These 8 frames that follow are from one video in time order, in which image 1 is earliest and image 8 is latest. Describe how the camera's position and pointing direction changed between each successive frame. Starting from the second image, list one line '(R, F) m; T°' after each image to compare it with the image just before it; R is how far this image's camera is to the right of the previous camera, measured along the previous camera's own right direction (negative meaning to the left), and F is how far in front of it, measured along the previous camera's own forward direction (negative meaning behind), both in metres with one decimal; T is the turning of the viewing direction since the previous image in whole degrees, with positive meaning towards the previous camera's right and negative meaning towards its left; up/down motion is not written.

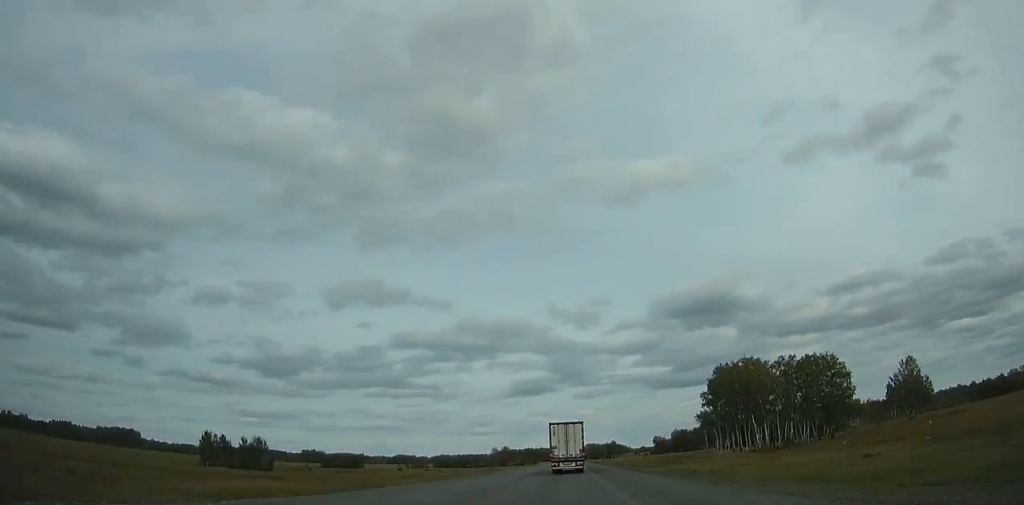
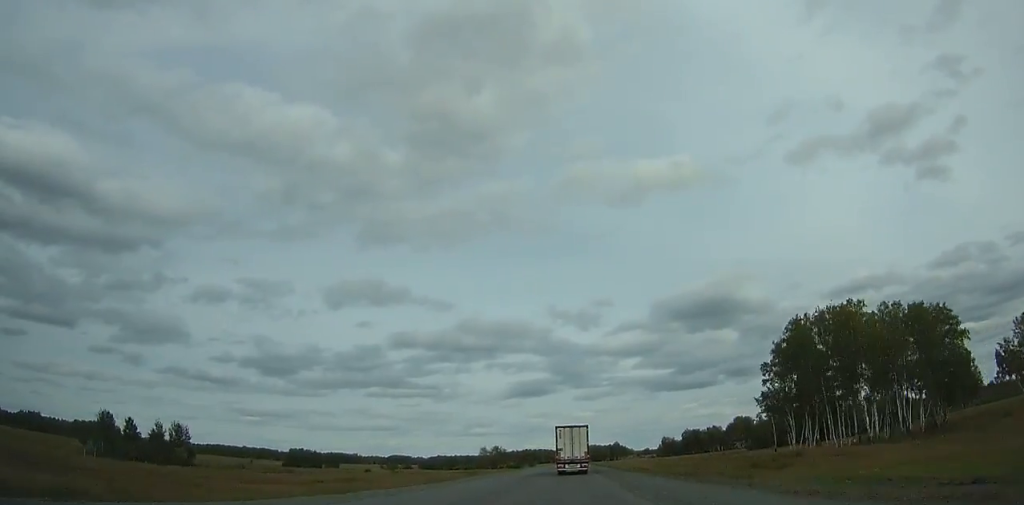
(0.0, +40.8) m; 0°
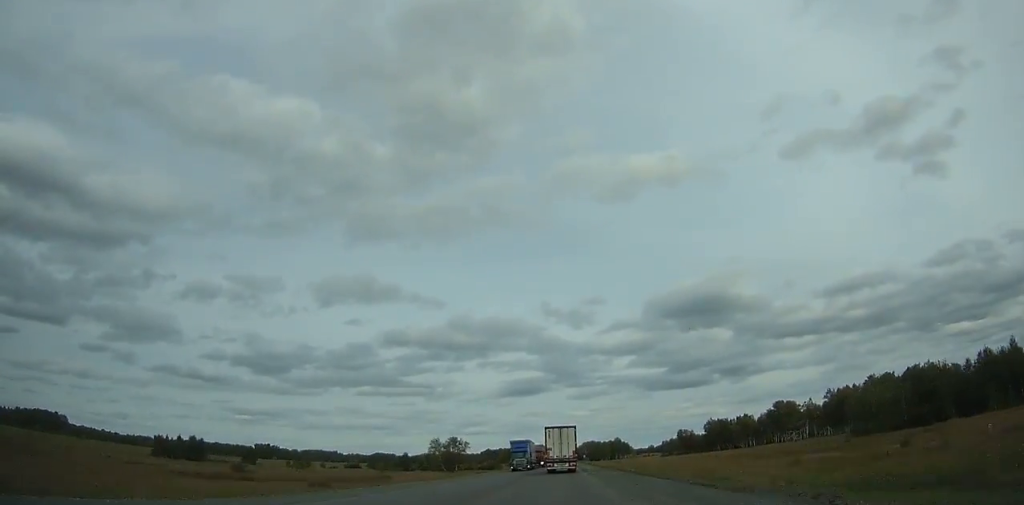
(+0.1, +81.6) m; 0°
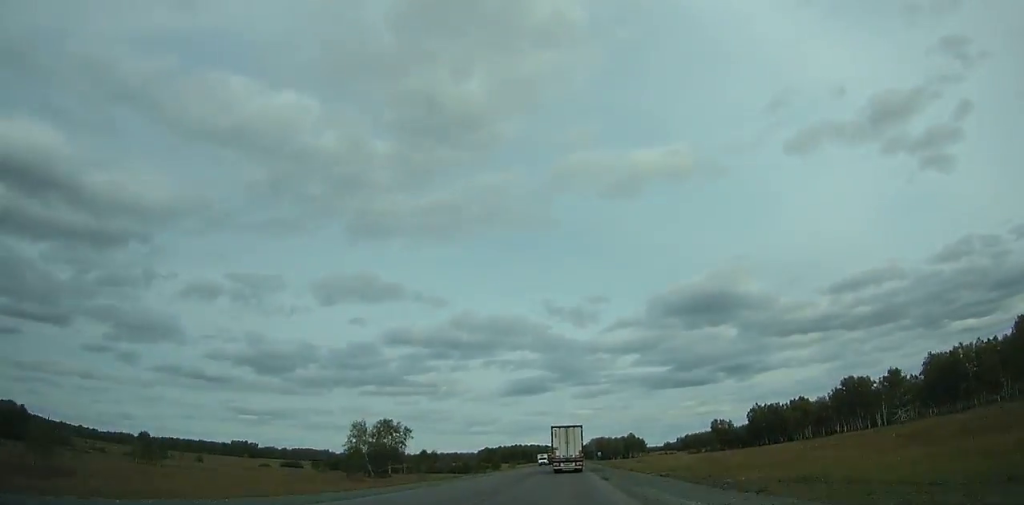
(-0.1, +69.3) m; 0°
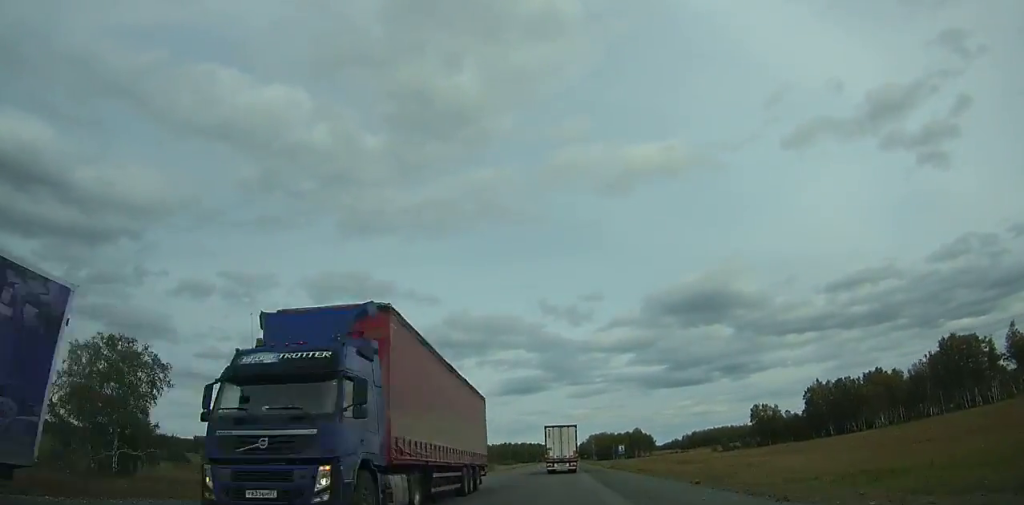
(0.0, +66.3) m; 0°
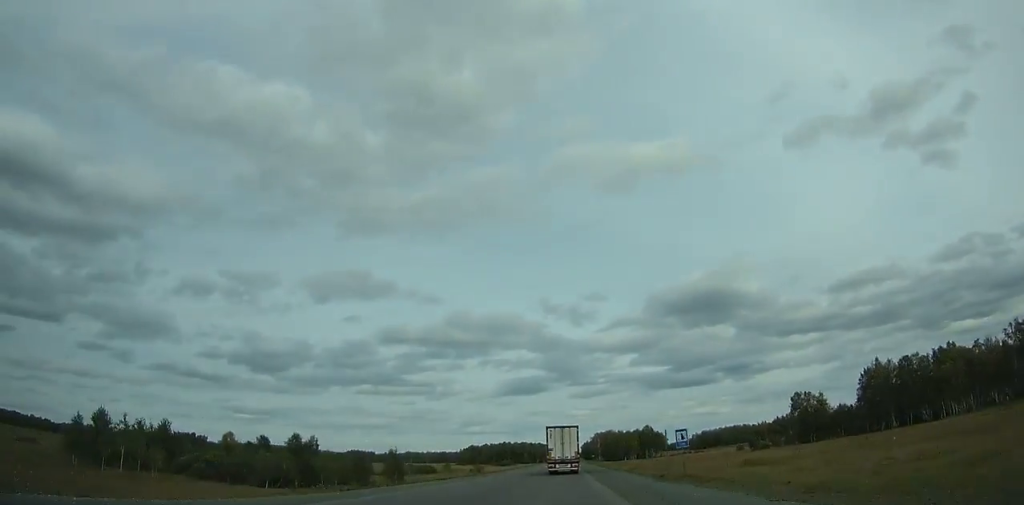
(0.0, +35.4) m; 0°
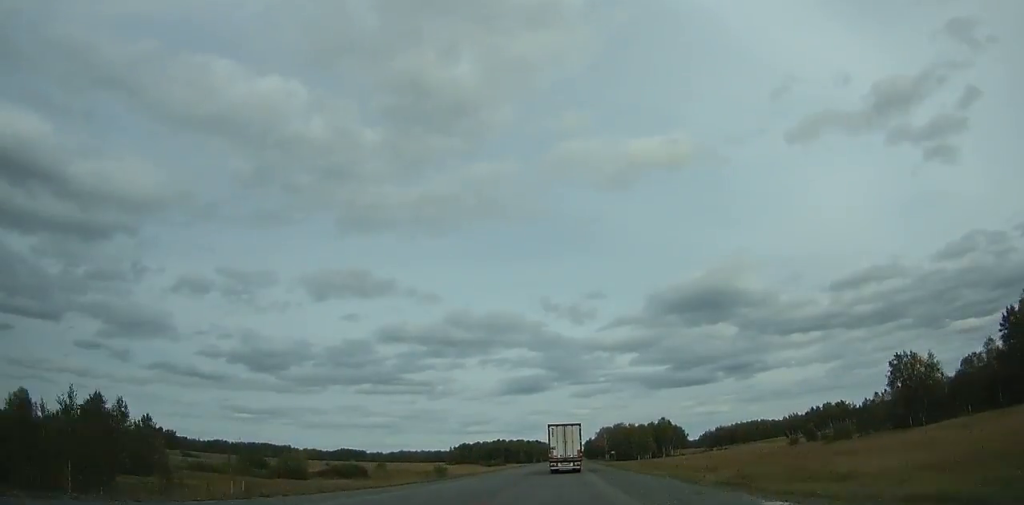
(0.0, +56.2) m; 0°
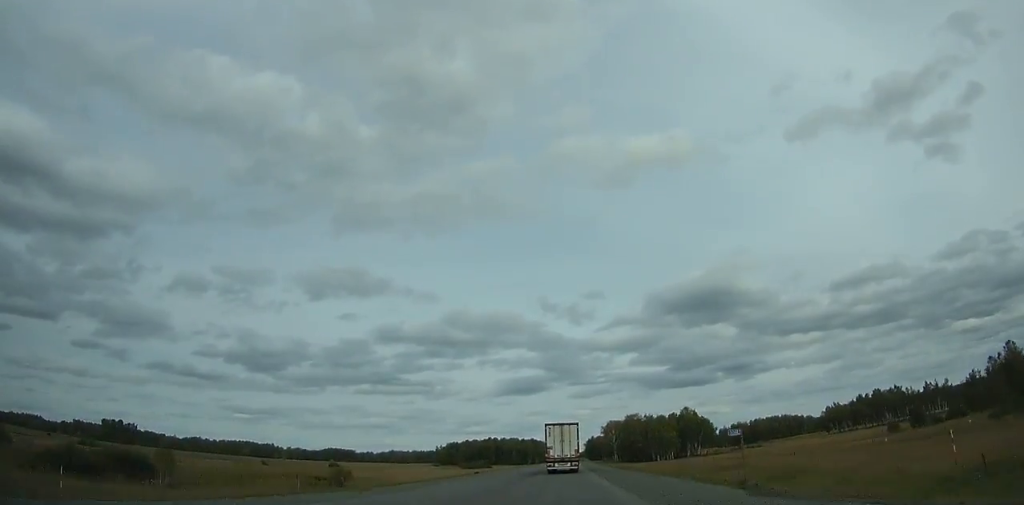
(-0.2, +56.2) m; 0°
